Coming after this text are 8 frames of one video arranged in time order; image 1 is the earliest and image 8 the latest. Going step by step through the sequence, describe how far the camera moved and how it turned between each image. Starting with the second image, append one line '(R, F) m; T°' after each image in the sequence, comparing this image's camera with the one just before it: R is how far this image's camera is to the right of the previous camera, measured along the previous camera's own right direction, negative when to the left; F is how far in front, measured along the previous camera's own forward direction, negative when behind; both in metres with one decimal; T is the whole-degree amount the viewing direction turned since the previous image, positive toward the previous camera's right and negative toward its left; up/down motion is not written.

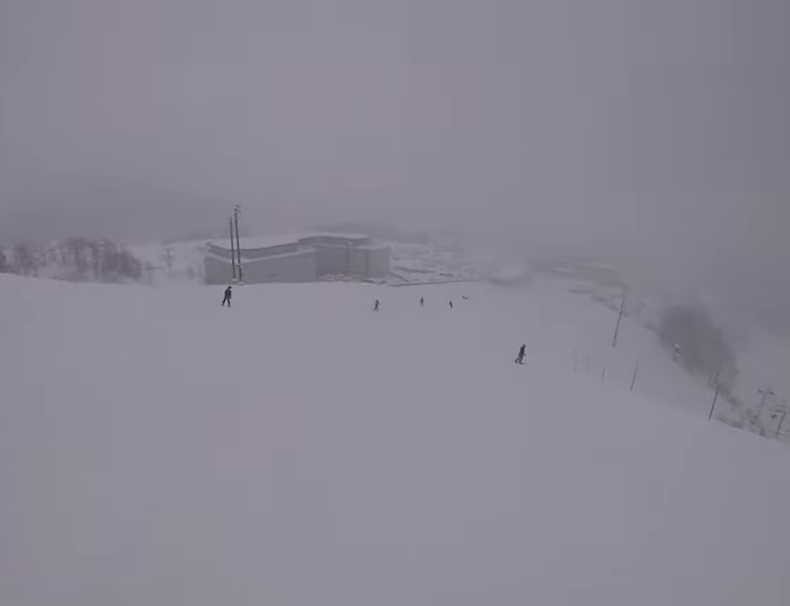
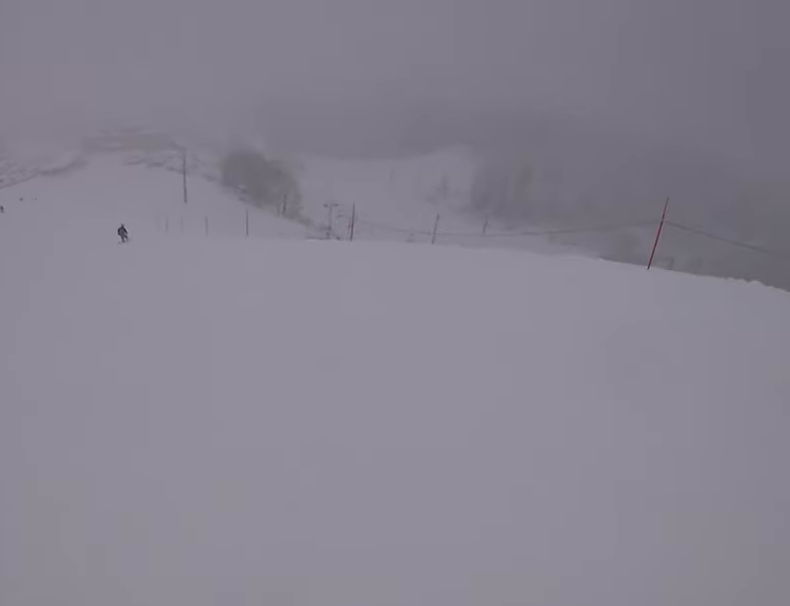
(+1.7, +3.2) m; +45°
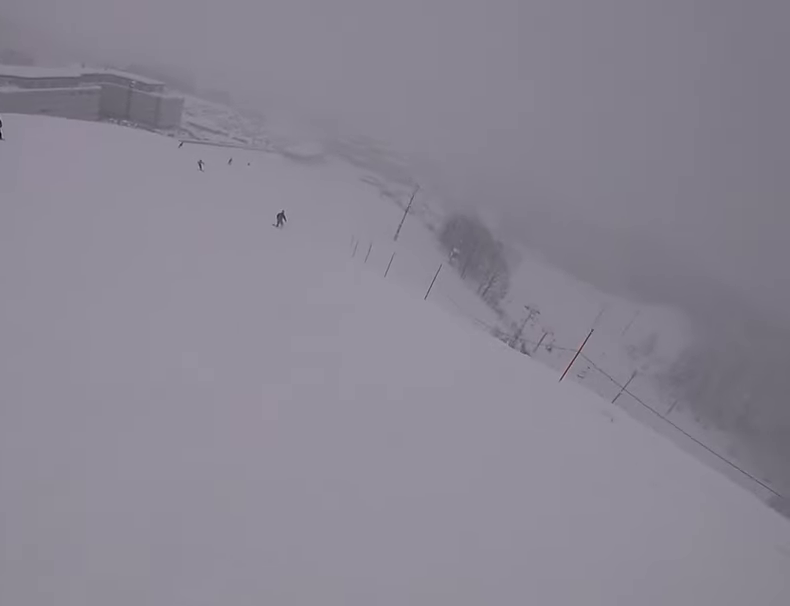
(+0.7, +7.1) m; -9°
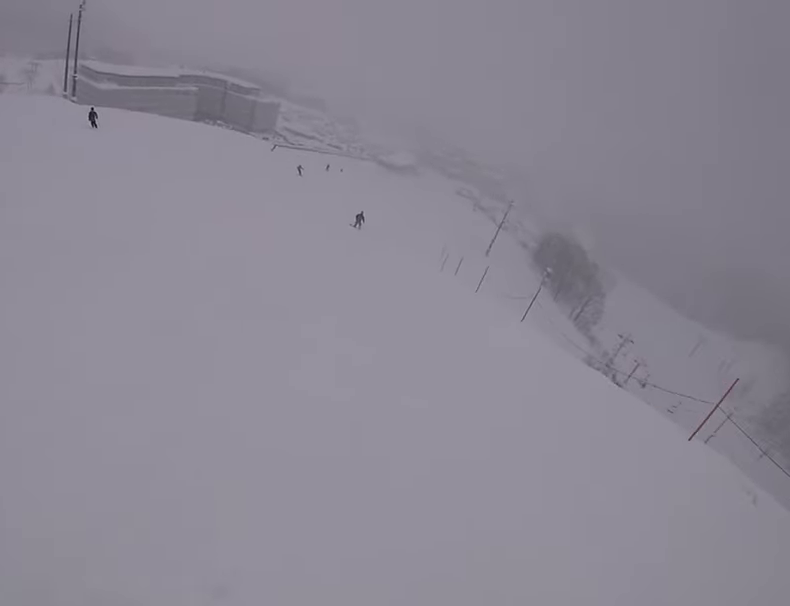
(+0.1, +1.9) m; -10°
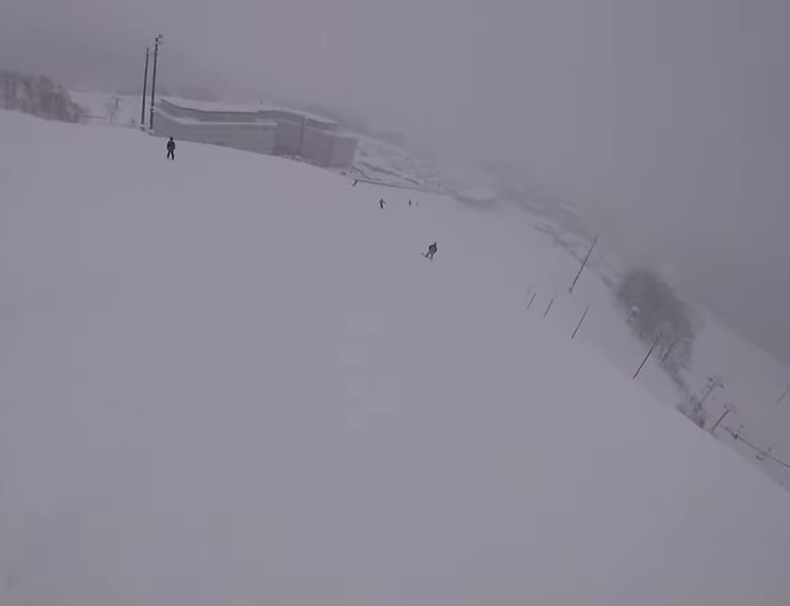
(-0.4, +2.0) m; -8°
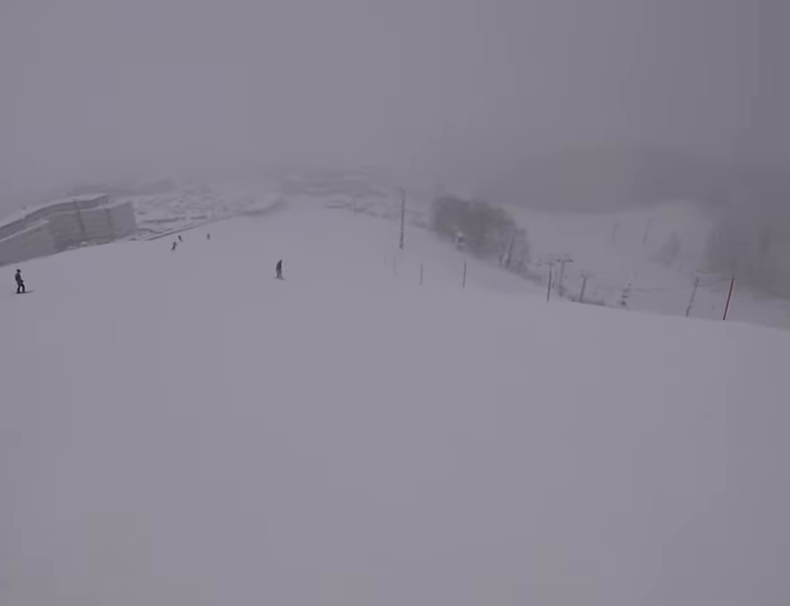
(-1.4, +7.2) m; -2°
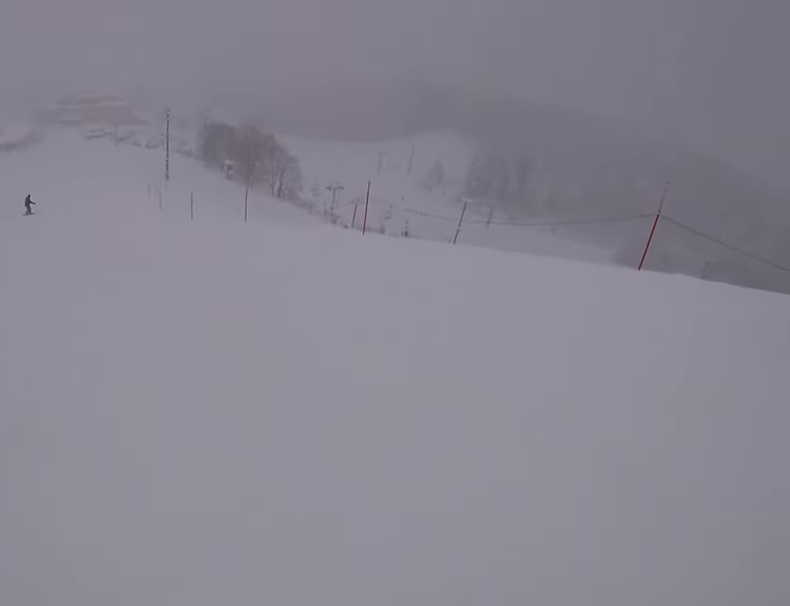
(+1.3, +4.0) m; +38°
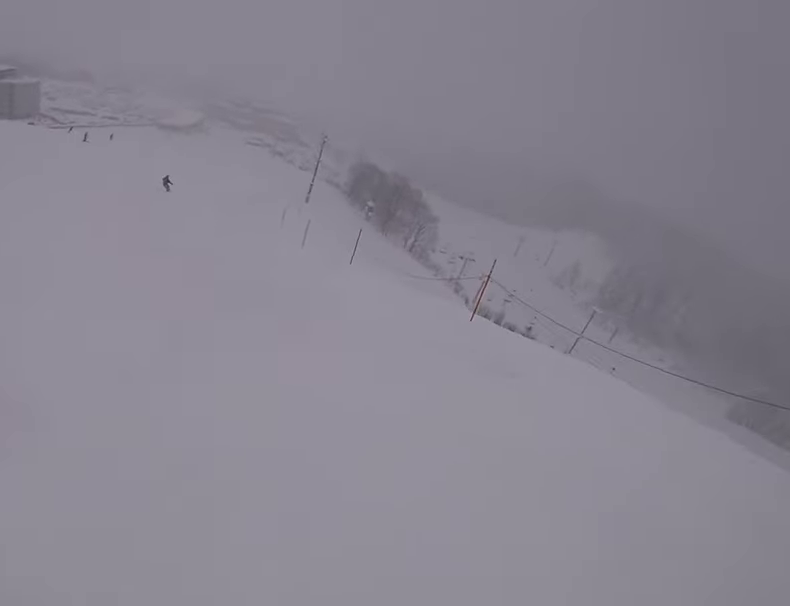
(+1.0, +2.6) m; -8°
